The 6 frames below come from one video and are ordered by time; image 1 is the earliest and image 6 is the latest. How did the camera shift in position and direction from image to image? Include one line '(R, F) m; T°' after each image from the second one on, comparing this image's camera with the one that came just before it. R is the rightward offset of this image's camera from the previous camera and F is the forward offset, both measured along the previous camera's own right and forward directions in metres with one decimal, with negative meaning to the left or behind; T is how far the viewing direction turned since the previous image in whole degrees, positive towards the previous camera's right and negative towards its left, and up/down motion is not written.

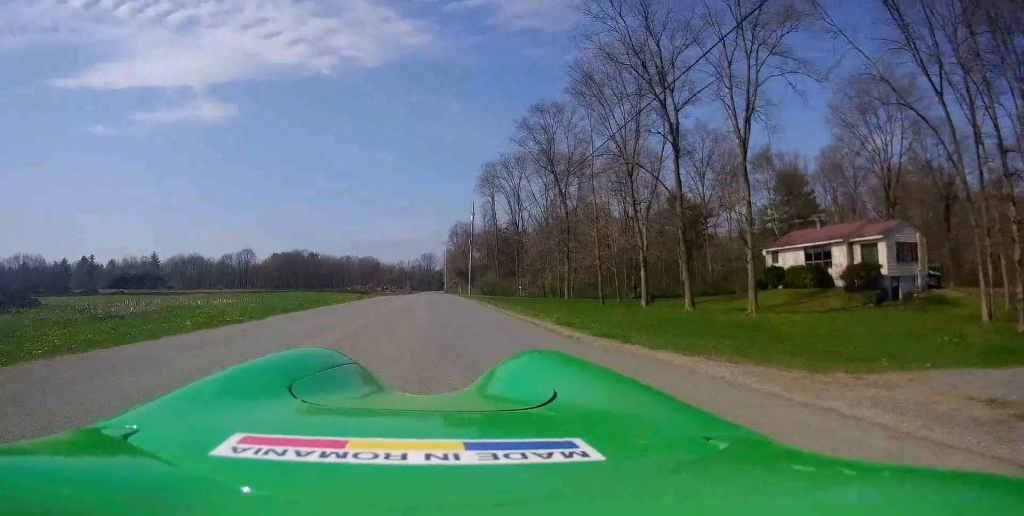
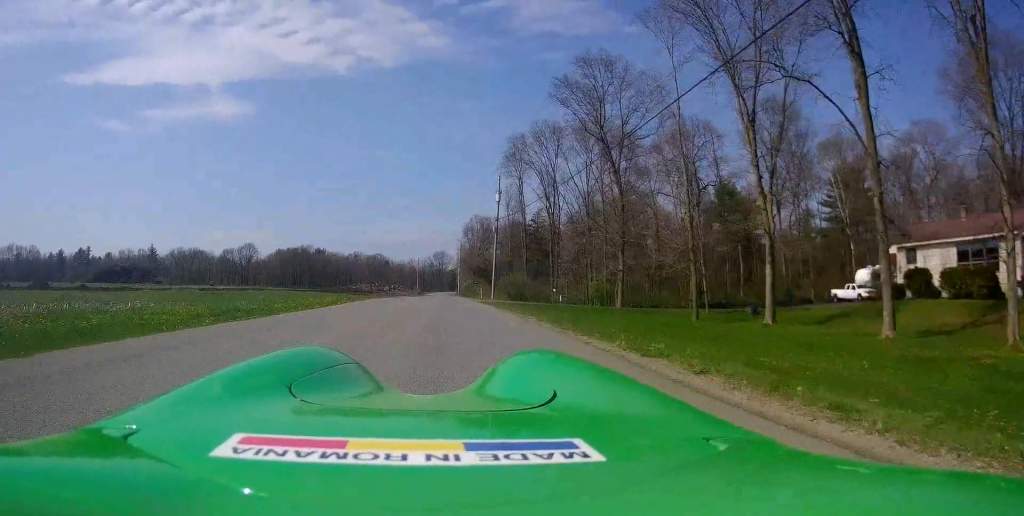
(-0.1, +16.7) m; 0°
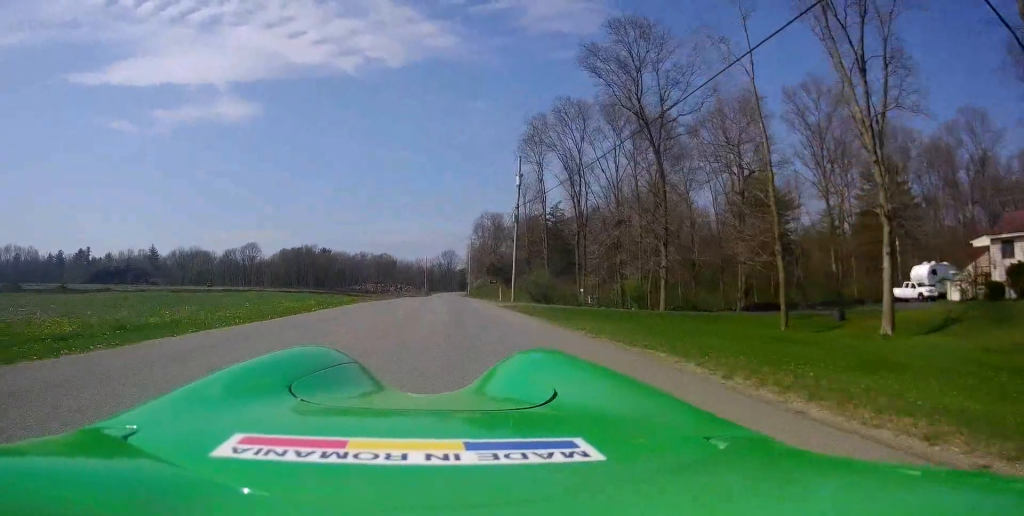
(-0.5, +8.4) m; -1°
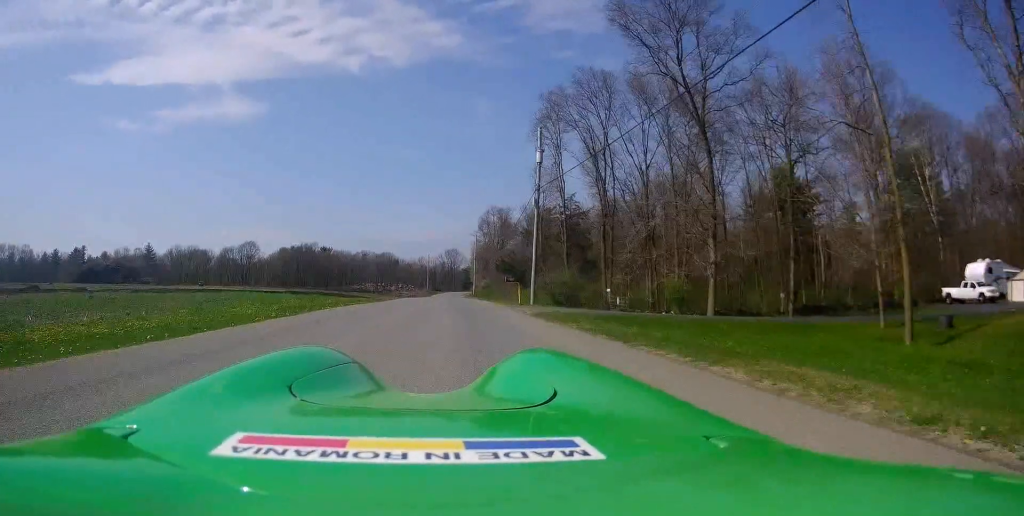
(+0.4, +8.0) m; +3°
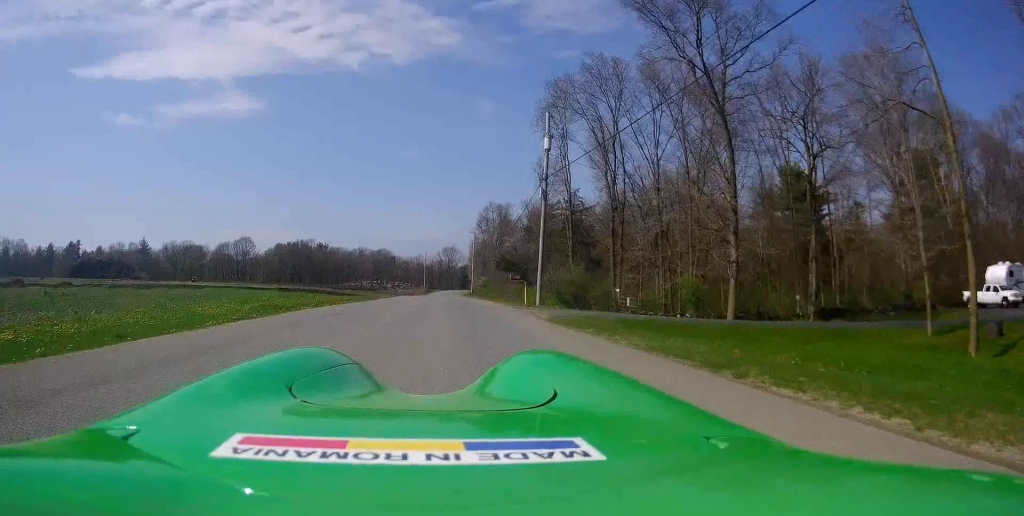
(+0.1, +3.1) m; -2°
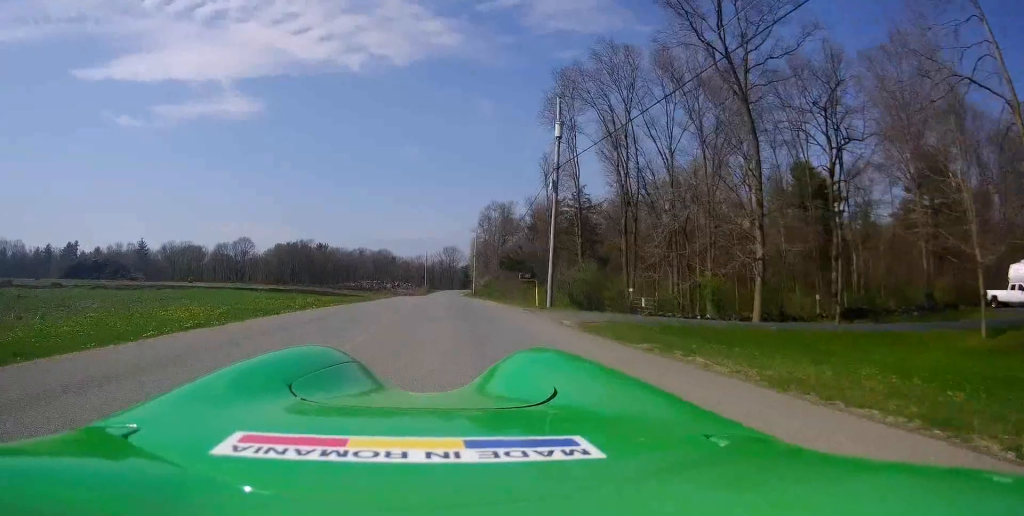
(+0.1, +3.1) m; -2°
